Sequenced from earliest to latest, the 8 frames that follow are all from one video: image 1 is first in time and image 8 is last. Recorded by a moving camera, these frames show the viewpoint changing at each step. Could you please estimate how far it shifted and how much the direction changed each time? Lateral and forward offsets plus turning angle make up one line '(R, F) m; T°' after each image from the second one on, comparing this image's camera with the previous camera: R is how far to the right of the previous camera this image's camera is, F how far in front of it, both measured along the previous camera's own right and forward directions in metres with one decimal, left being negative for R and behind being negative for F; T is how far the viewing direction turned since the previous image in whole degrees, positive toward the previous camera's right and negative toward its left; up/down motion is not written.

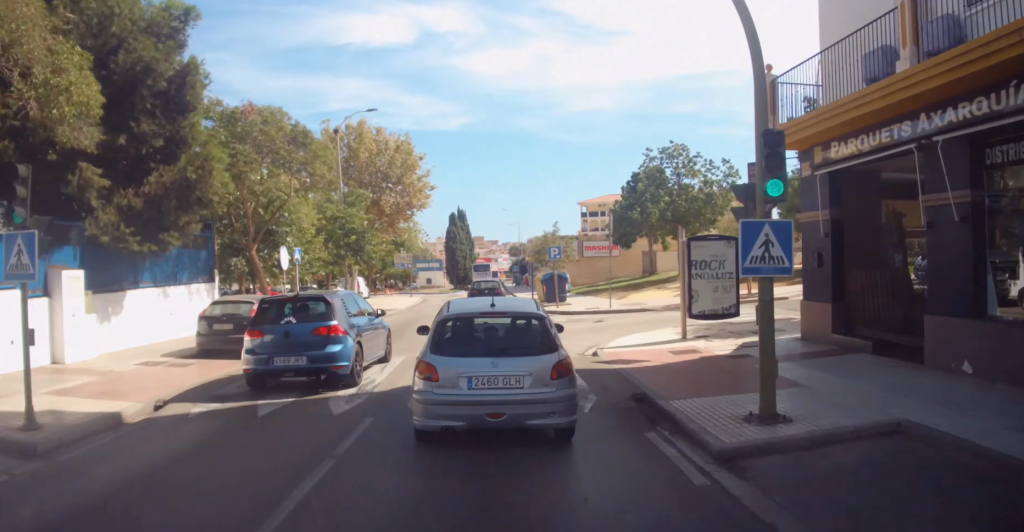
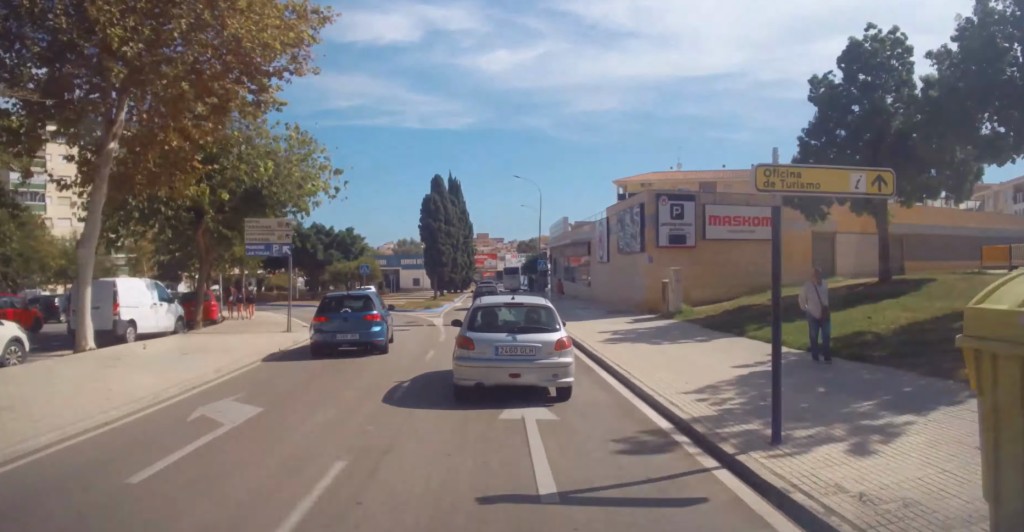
(+0.5, +37.1) m; +3°
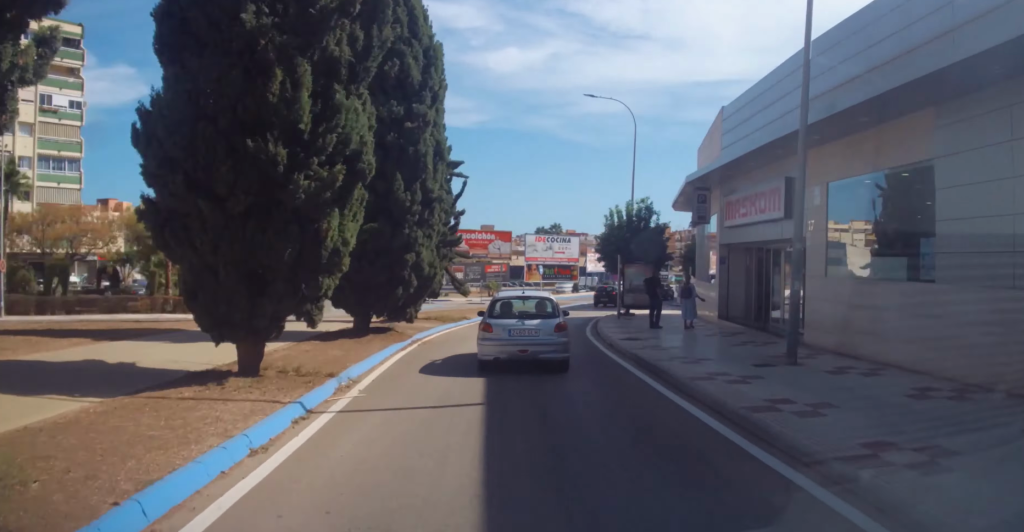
(+2.6, +51.4) m; +10°
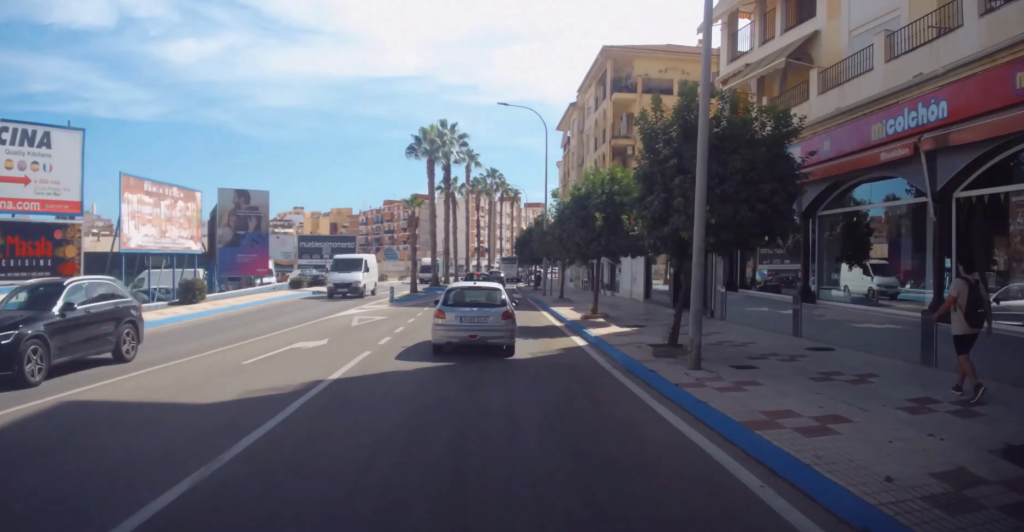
(+6.8, +52.0) m; +12°
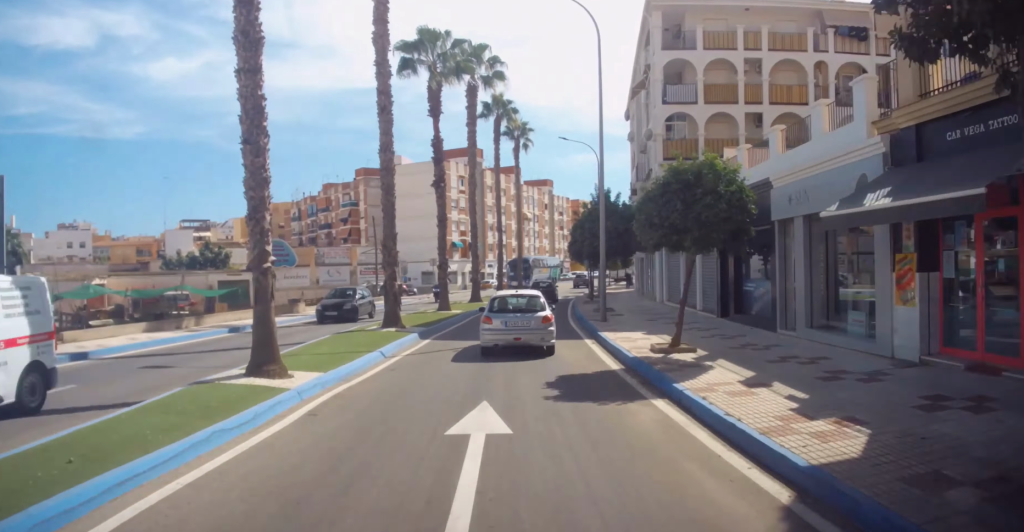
(+4.6, +59.4) m; +11°
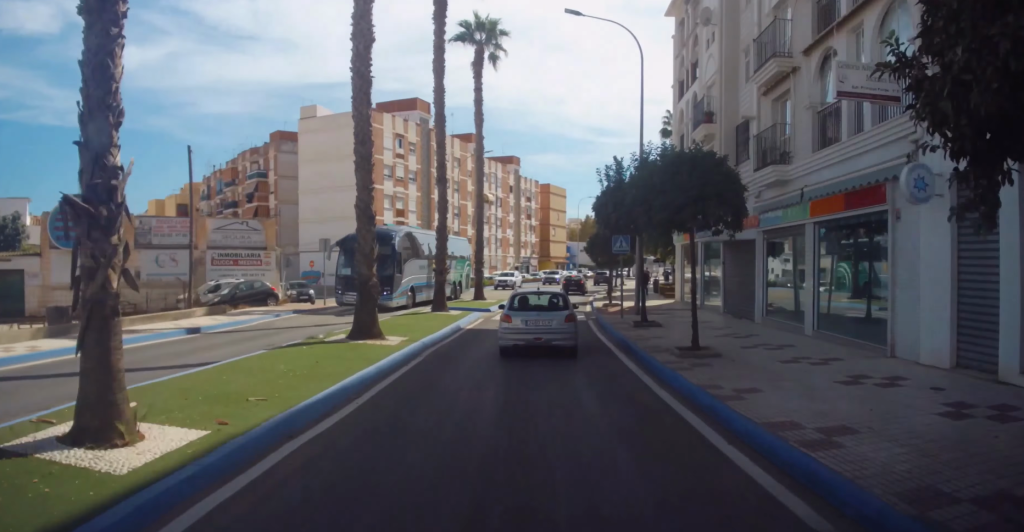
(+1.5, +17.5) m; +4°
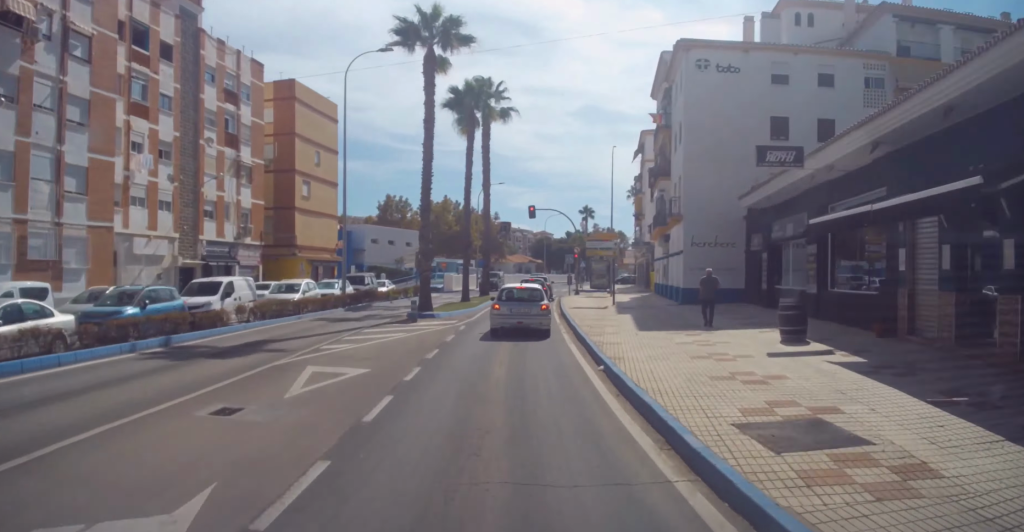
(+4.3, +42.1) m; +7°
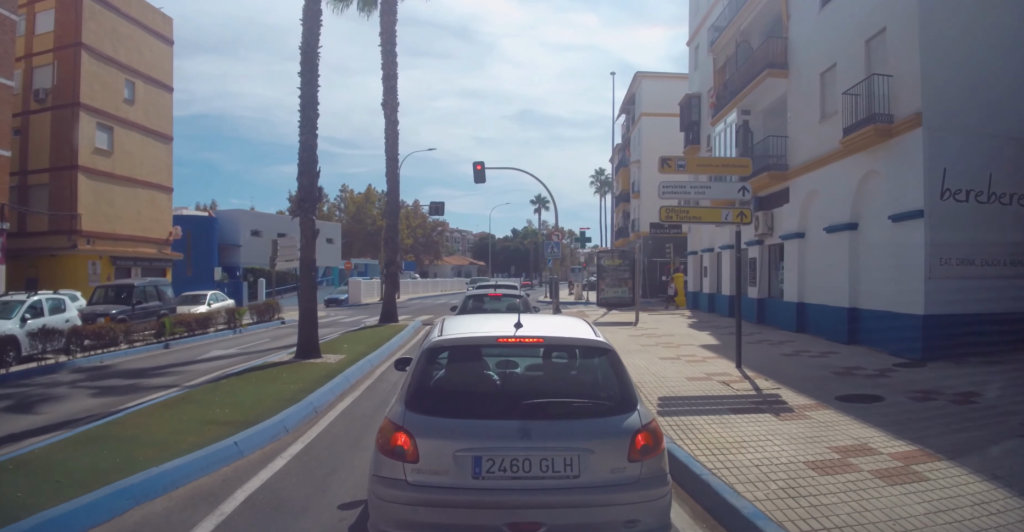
(+0.2, +14.4) m; +1°
